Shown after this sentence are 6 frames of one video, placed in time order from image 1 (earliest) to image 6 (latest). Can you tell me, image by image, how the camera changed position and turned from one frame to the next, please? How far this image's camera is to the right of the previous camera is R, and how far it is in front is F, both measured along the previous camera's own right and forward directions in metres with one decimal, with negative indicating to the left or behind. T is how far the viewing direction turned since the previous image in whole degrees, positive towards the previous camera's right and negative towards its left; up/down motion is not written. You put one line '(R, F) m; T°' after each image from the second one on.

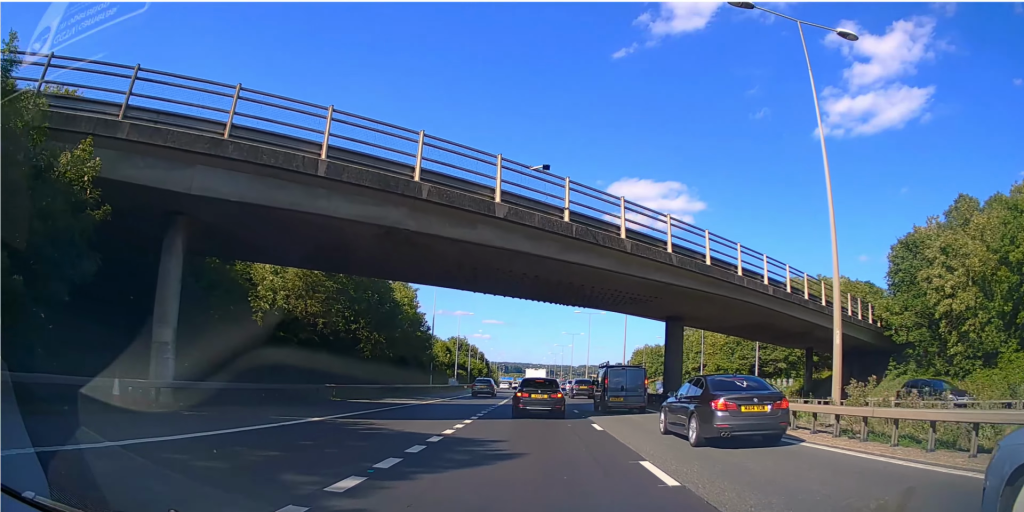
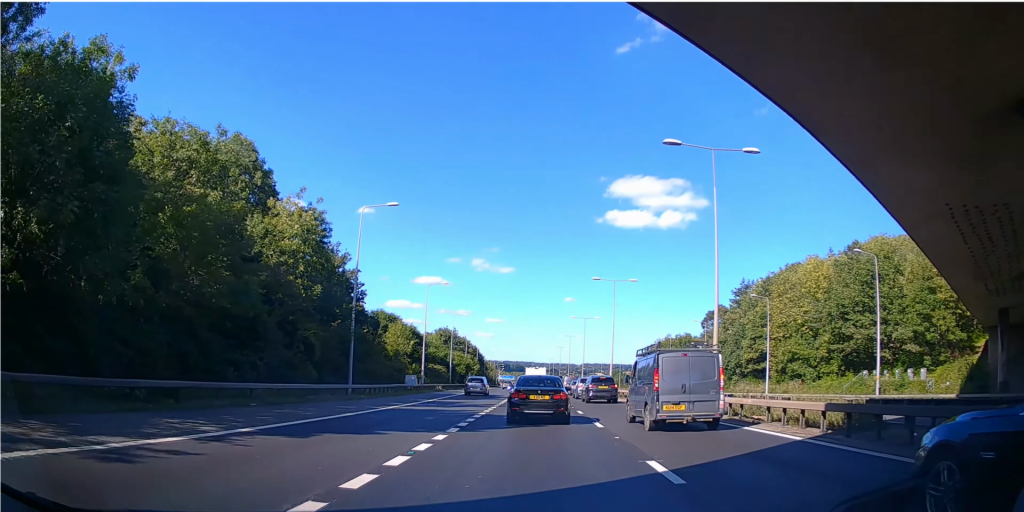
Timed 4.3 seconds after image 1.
(-0.5, +30.0) m; -2°
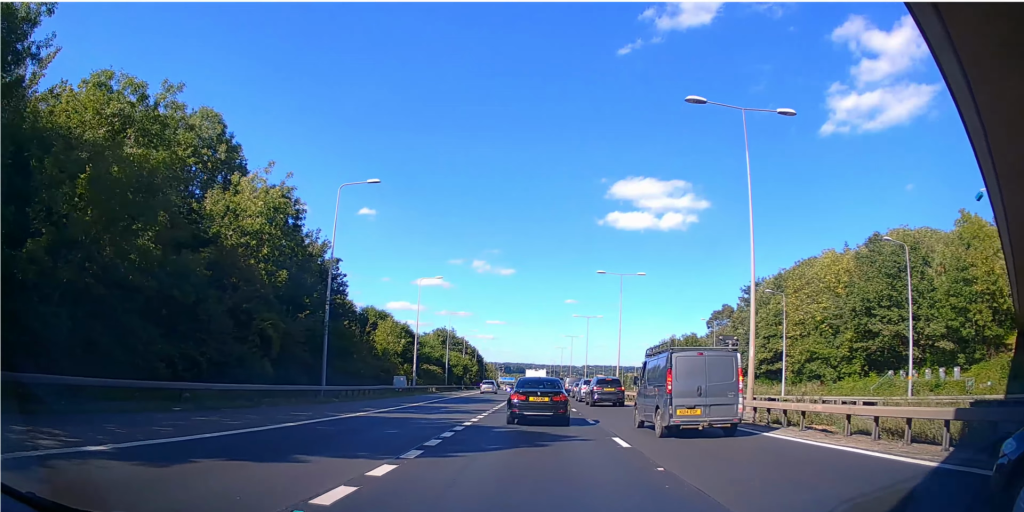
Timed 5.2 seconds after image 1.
(0.0, +5.2) m; +1°
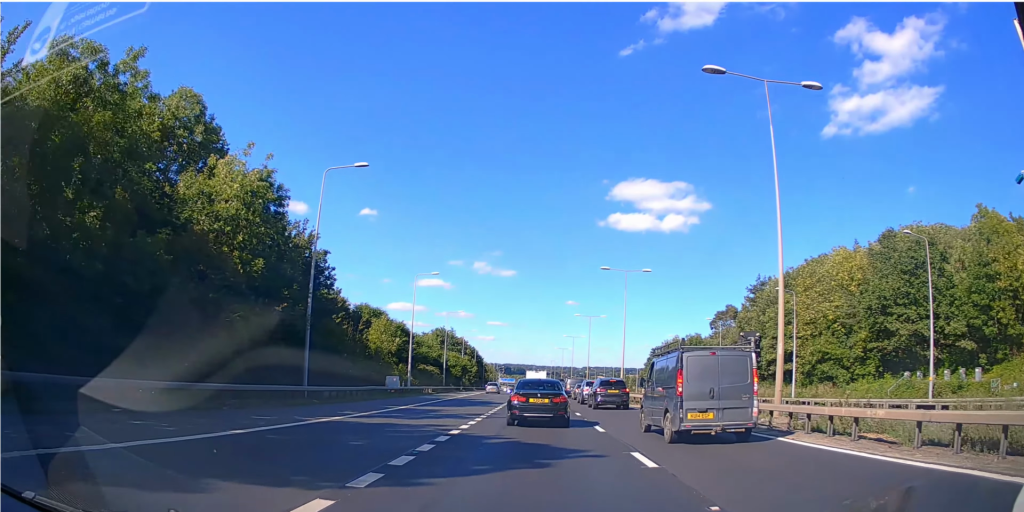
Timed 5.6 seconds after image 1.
(0.0, +2.3) m; +1°
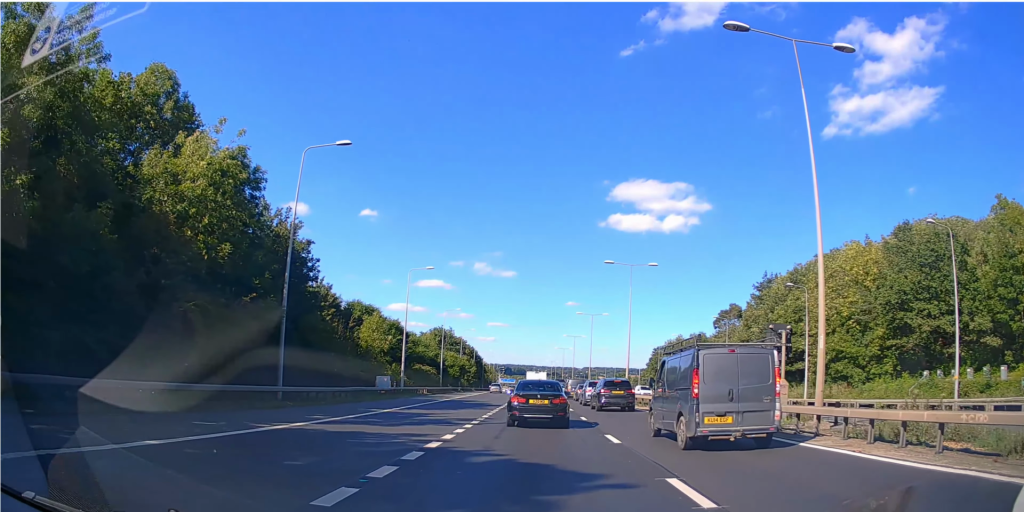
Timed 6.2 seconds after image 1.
(0.0, +3.0) m; +1°
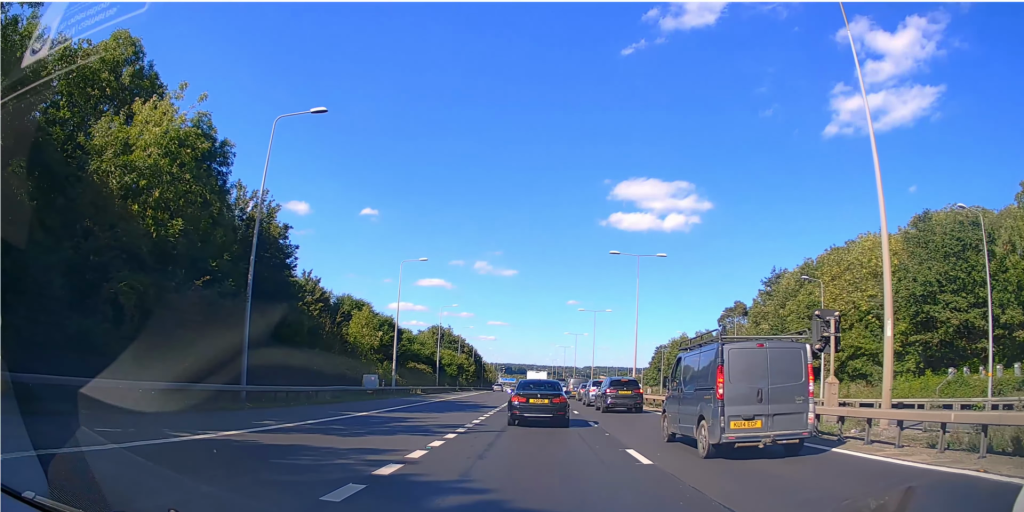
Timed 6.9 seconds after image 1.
(+0.1, +3.6) m; +1°
